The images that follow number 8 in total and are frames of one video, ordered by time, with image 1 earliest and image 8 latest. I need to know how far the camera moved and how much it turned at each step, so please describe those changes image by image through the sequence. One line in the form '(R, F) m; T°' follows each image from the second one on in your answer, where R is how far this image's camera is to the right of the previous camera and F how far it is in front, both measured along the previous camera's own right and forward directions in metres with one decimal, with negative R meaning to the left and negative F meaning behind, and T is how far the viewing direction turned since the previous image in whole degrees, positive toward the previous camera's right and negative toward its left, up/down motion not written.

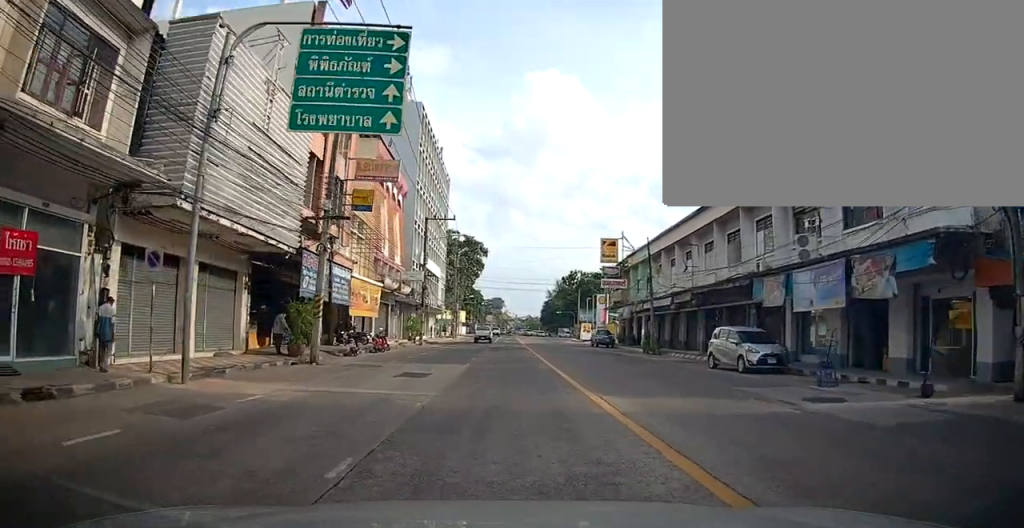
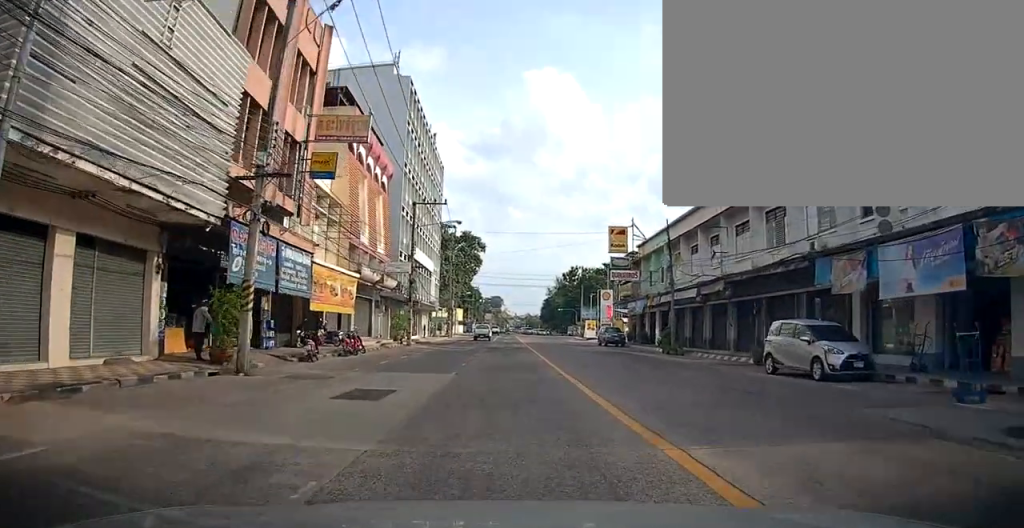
(0.0, +5.3) m; 0°
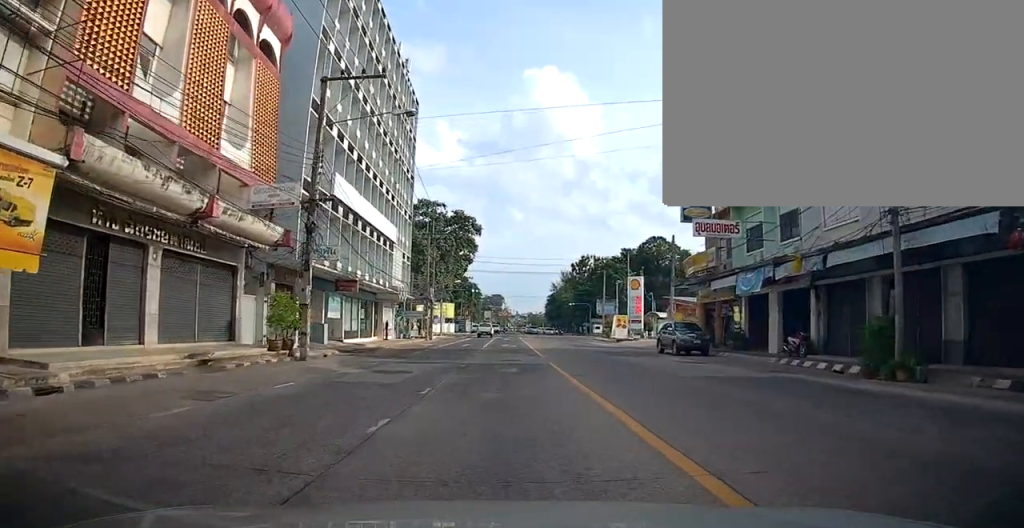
(-1.3, +20.8) m; -7°
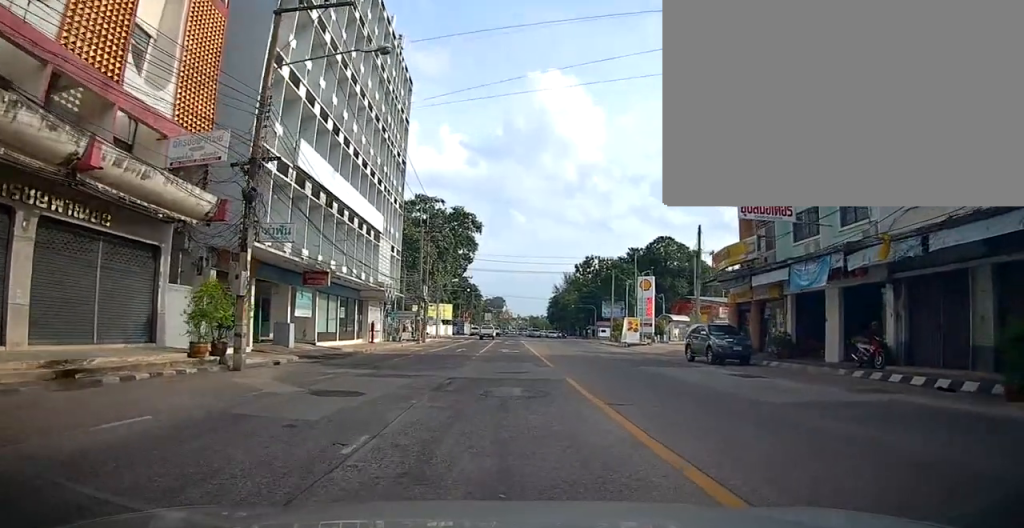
(+0.1, +5.2) m; +2°
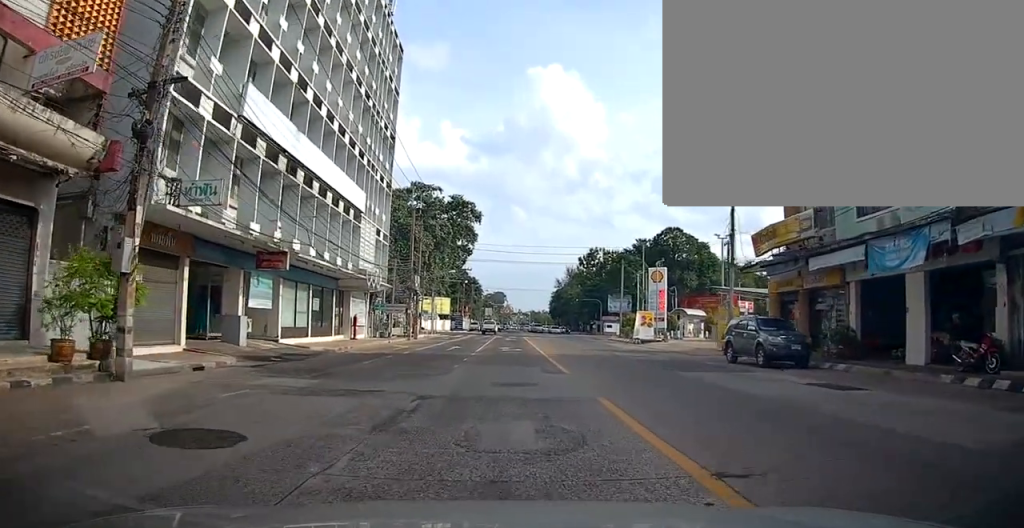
(+0.3, +5.0) m; +3°
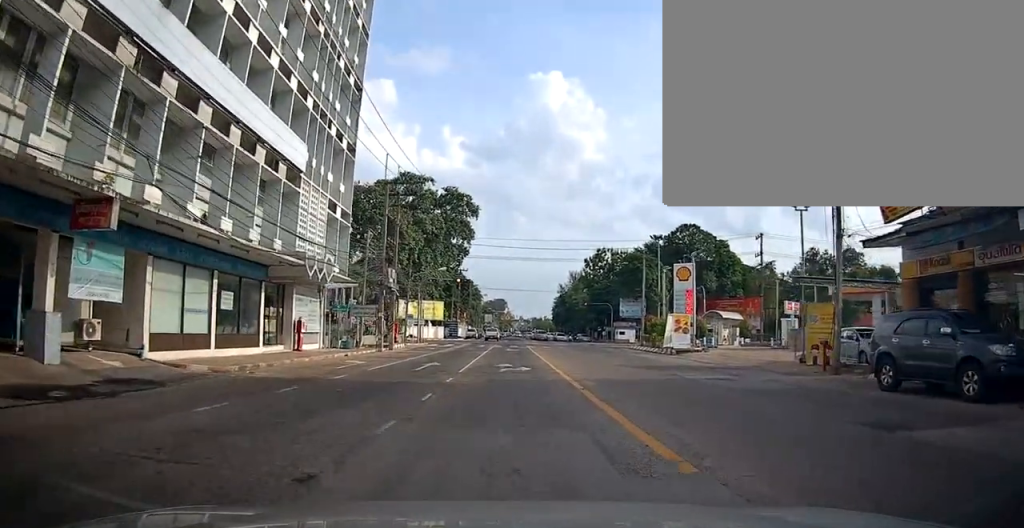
(0.0, +9.5) m; -1°
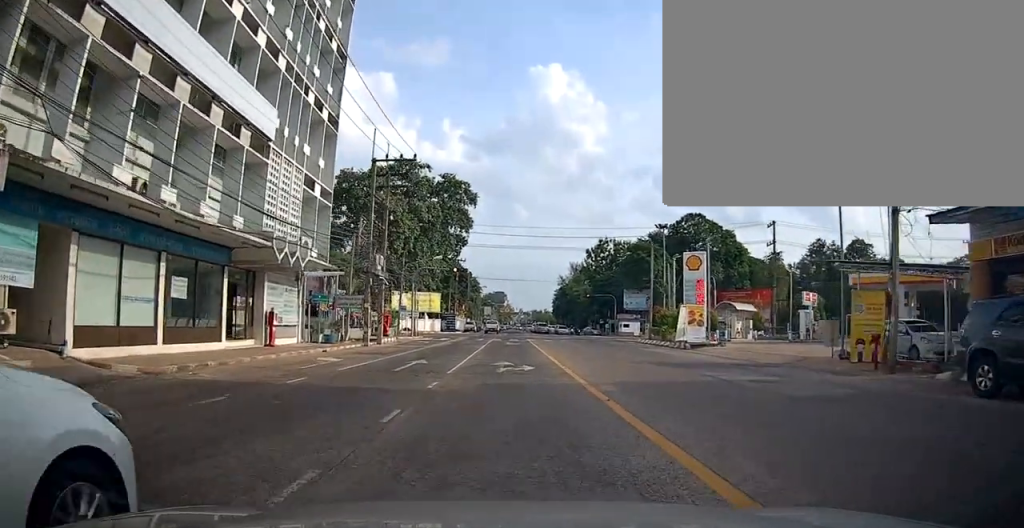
(0.0, +3.1) m; -1°
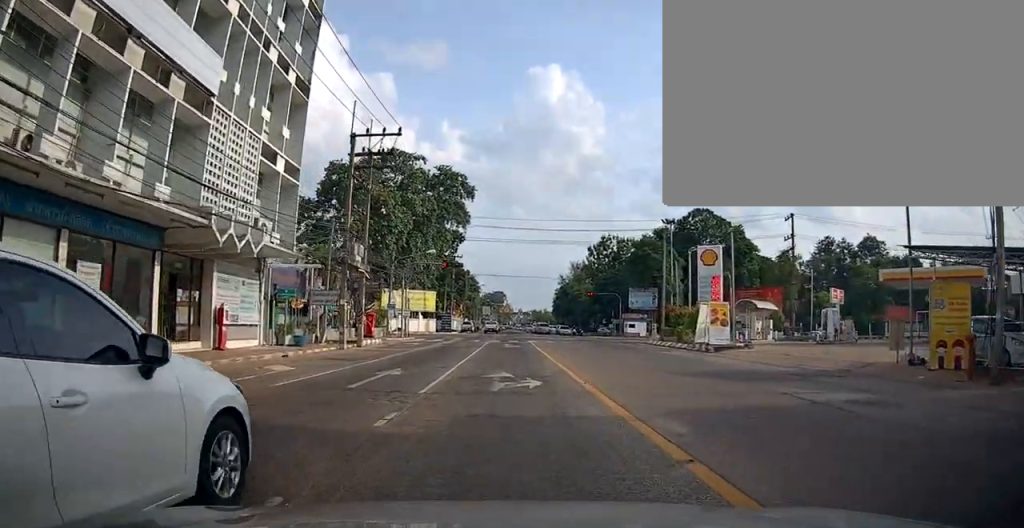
(-0.1, +4.2) m; -4°
